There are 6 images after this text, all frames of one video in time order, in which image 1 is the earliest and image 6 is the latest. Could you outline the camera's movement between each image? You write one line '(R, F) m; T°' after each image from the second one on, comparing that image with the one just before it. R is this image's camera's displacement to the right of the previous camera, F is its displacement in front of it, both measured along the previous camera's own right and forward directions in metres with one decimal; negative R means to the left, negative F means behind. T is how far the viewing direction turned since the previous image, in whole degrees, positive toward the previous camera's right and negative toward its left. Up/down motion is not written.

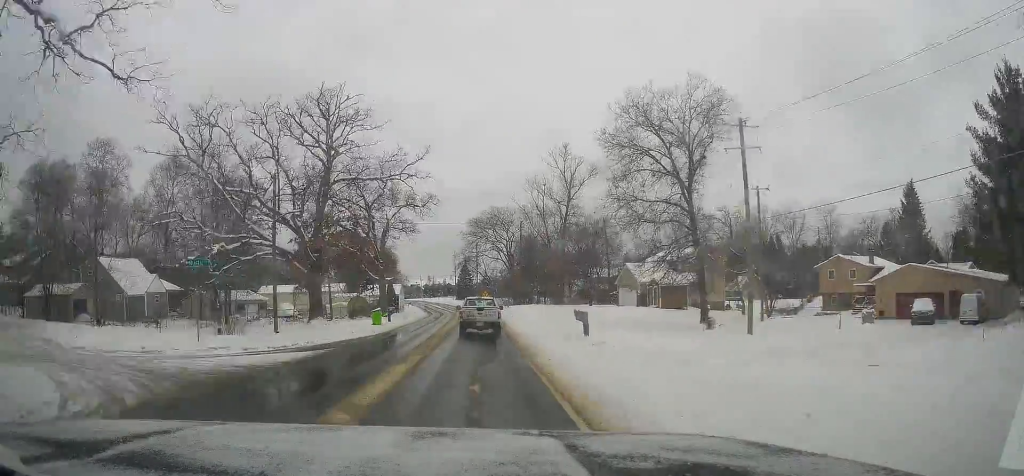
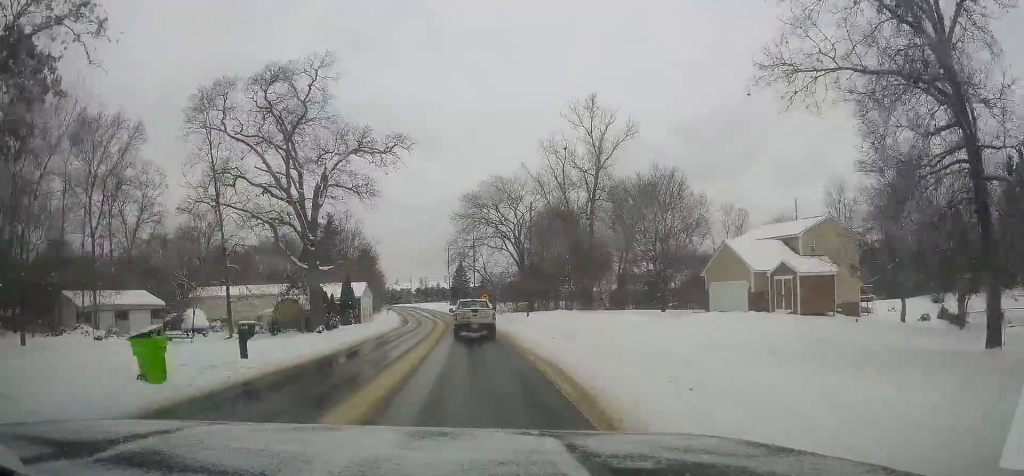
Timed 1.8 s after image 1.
(+0.4, +30.2) m; 0°
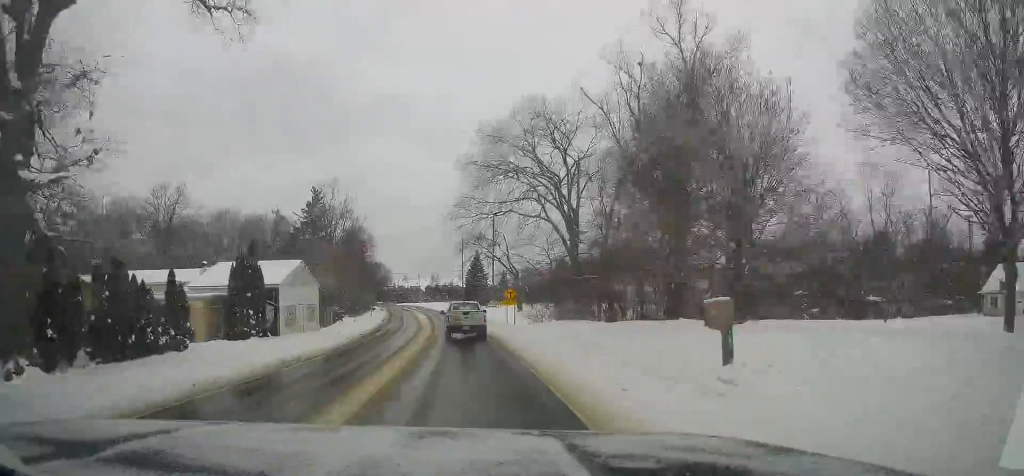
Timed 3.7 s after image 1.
(-0.3, +32.4) m; 0°
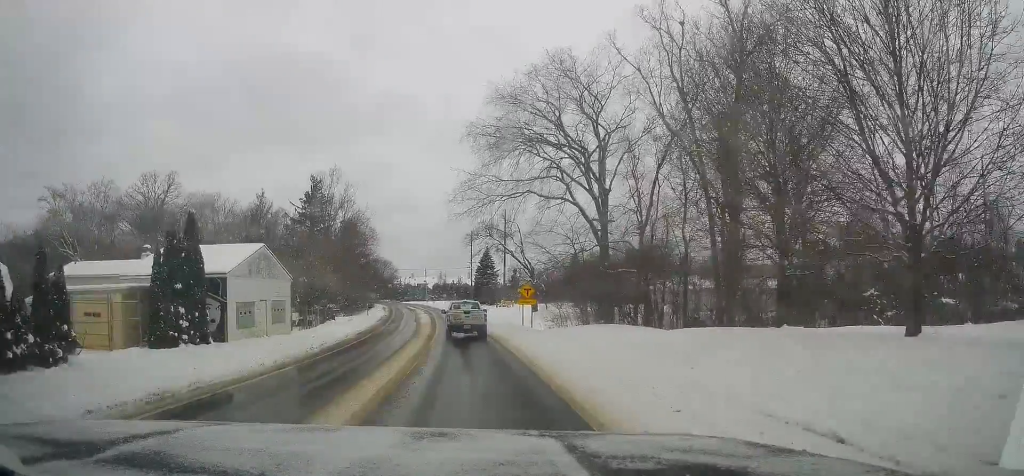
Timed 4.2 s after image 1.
(0.0, +9.1) m; 0°
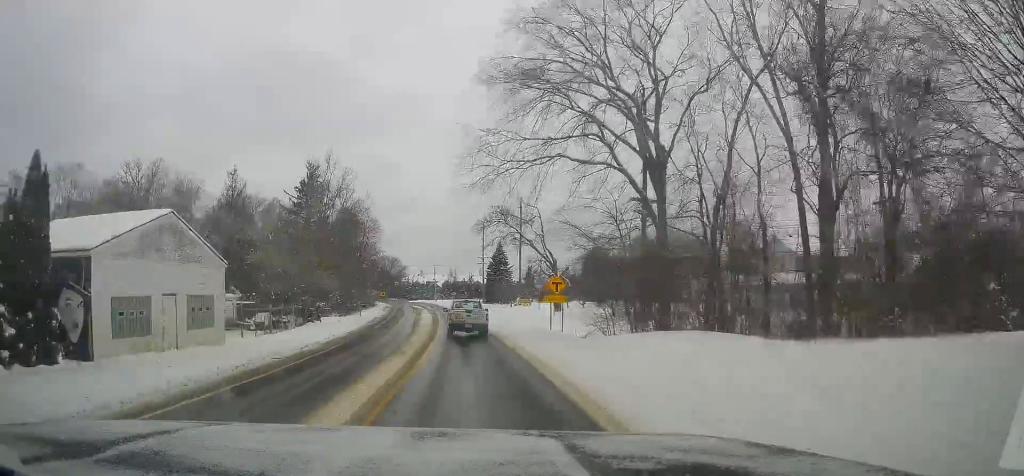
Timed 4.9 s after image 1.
(+0.1, +11.5) m; -1°
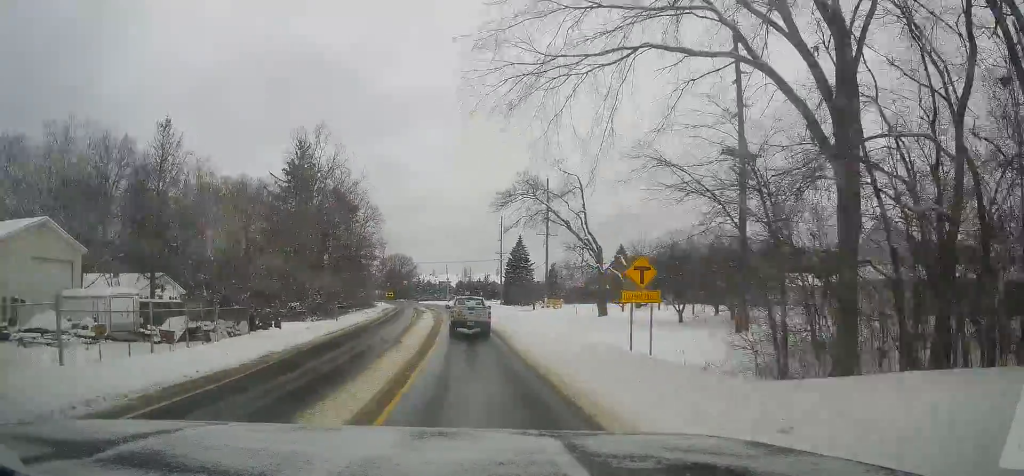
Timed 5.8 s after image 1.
(-0.4, +16.6) m; -4°
